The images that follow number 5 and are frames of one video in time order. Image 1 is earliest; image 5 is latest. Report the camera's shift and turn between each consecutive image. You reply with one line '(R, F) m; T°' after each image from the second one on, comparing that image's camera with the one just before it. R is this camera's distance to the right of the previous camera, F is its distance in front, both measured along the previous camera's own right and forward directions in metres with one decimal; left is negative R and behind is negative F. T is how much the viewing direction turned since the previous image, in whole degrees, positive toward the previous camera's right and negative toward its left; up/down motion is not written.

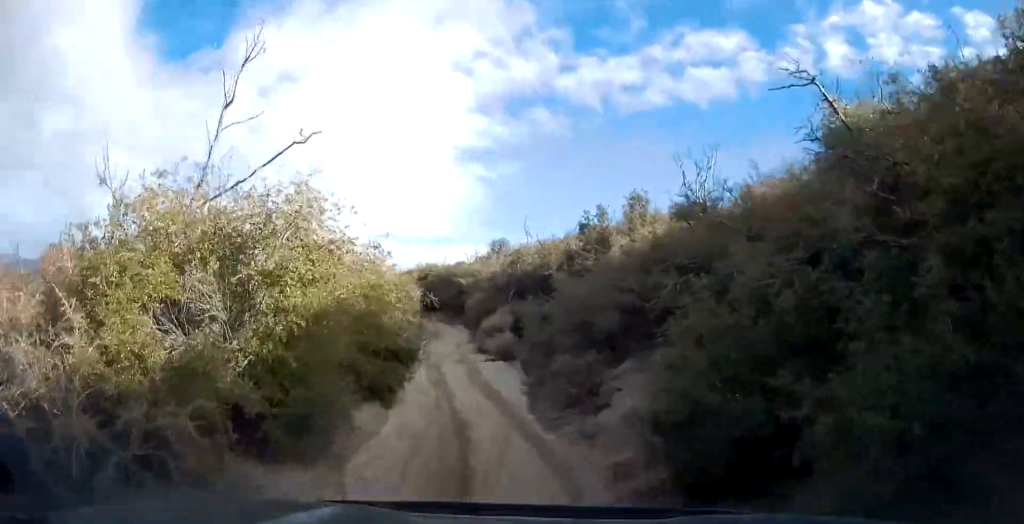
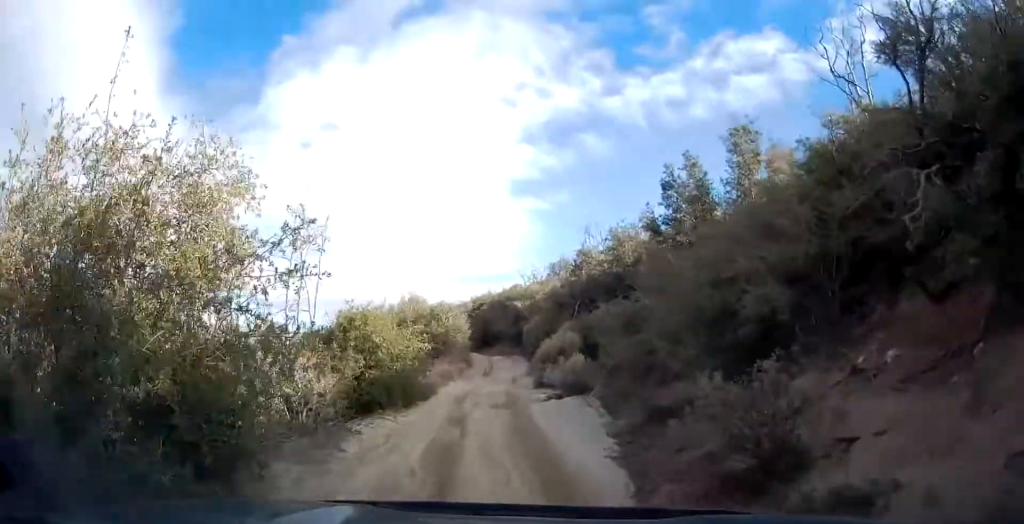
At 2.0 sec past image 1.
(-0.7, +8.6) m; -10°
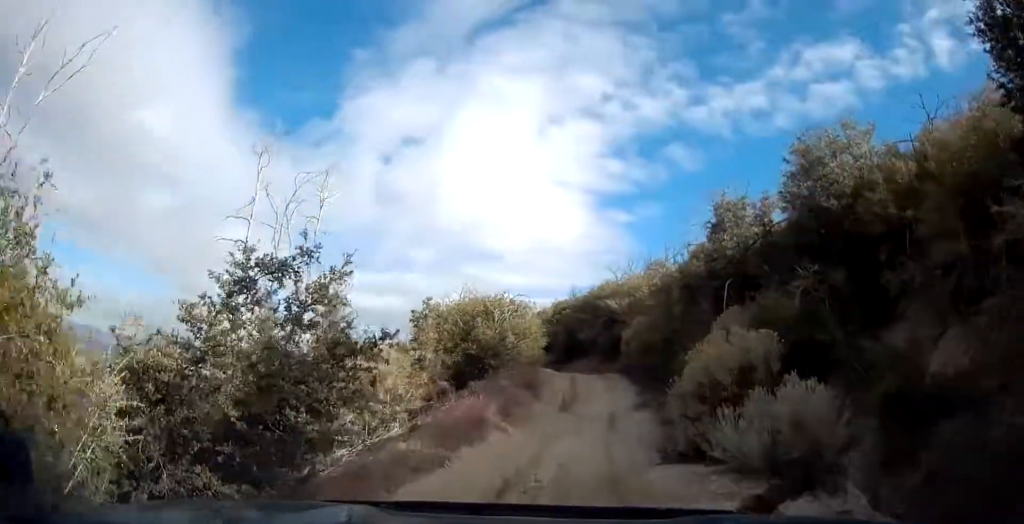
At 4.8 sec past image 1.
(-1.3, +13.6) m; -10°
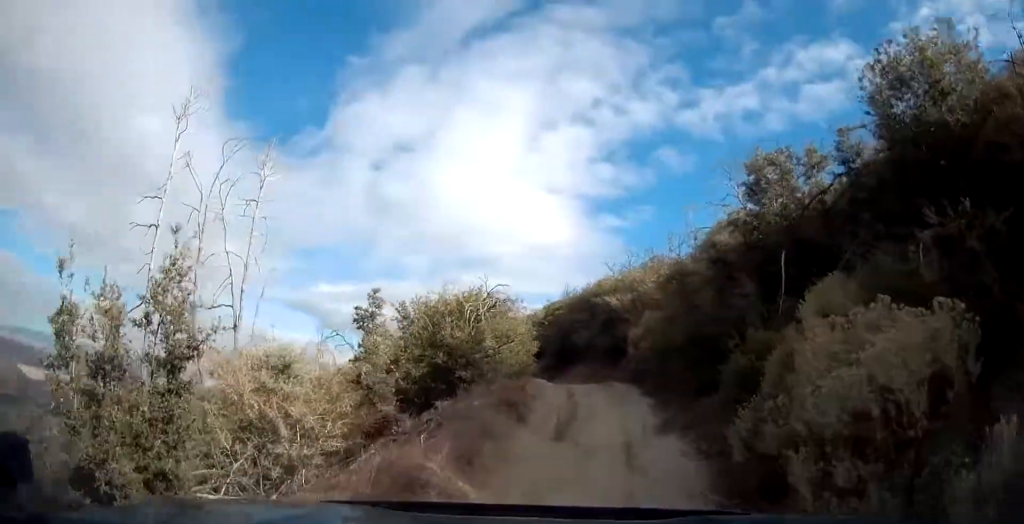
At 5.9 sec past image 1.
(0.0, +5.2) m; 0°
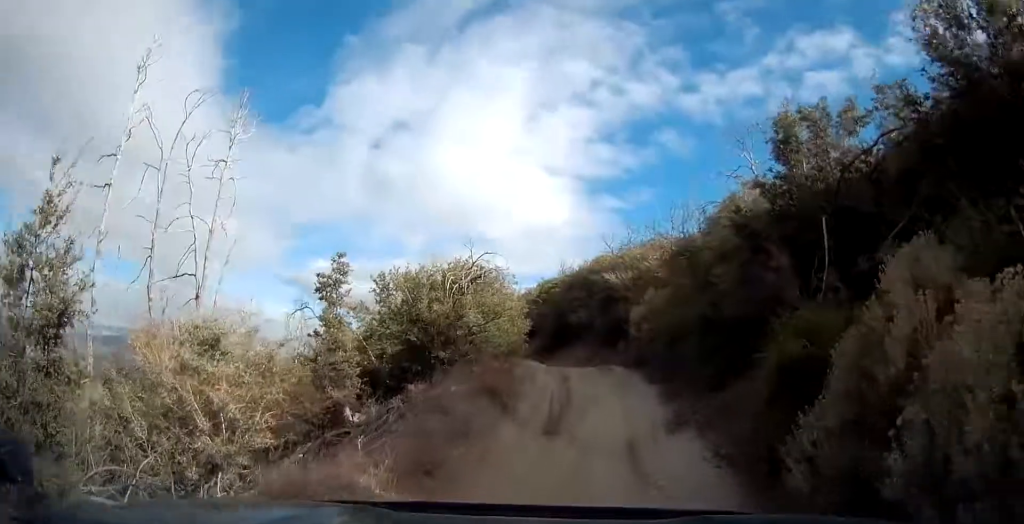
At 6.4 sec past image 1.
(-0.1, +2.3) m; +1°
